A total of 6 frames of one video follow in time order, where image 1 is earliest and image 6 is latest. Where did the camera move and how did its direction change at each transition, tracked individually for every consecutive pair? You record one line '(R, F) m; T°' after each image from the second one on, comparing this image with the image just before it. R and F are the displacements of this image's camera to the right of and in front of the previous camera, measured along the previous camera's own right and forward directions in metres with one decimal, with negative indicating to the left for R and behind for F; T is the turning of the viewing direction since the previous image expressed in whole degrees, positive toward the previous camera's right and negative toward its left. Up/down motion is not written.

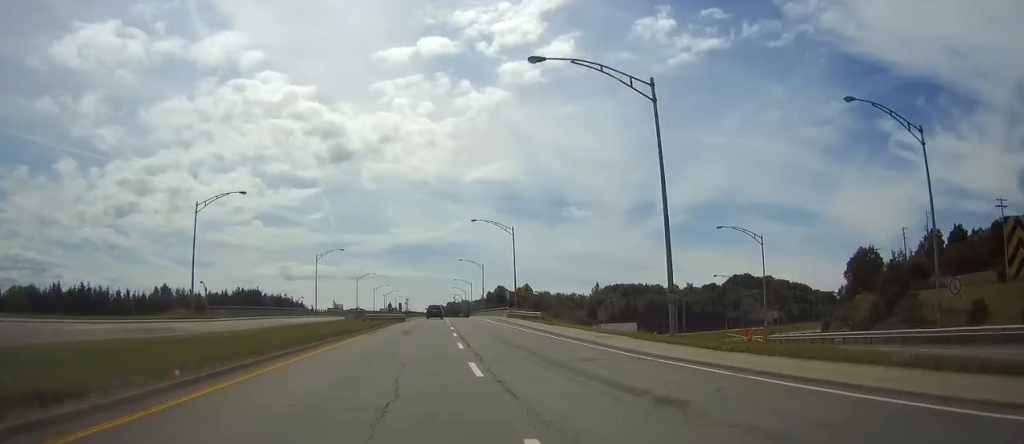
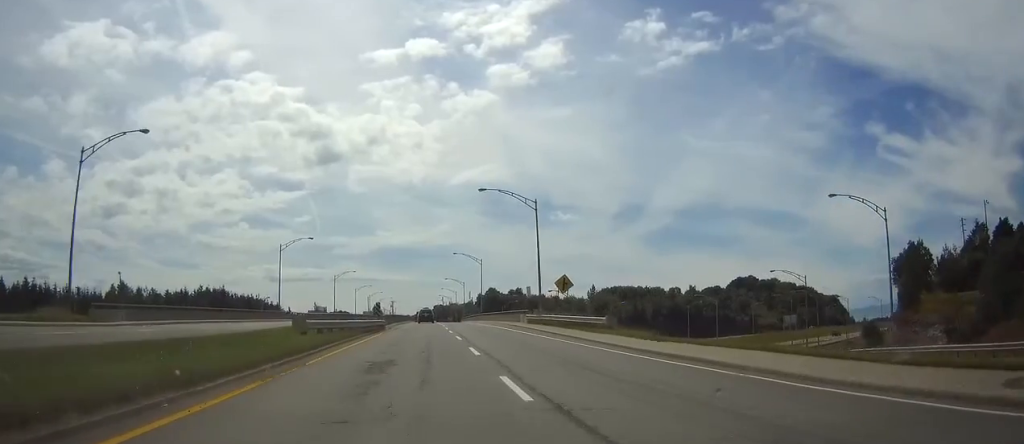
(+0.1, +21.2) m; +1°
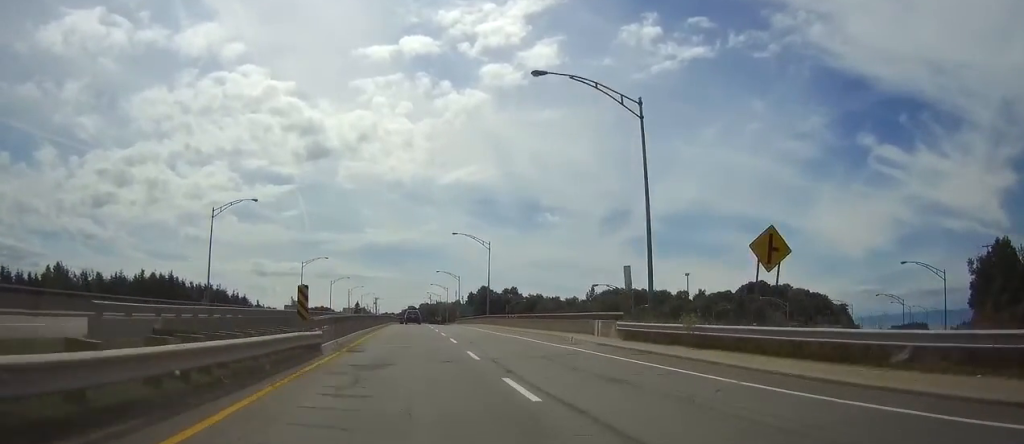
(+0.2, +27.5) m; +1°
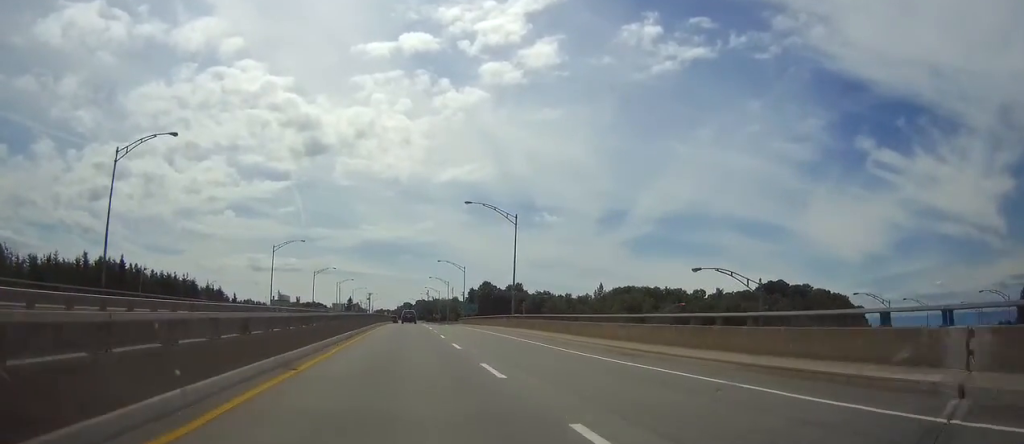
(0.0, +22.8) m; 0°
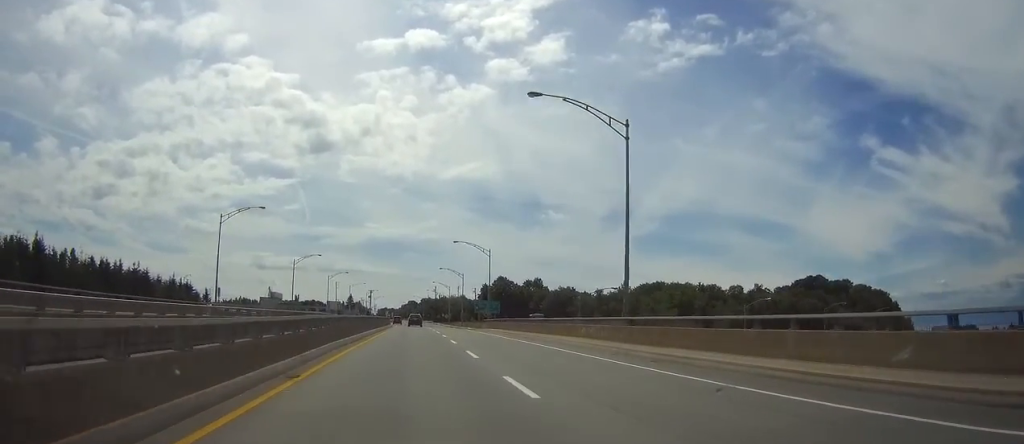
(-0.1, +30.9) m; 0°
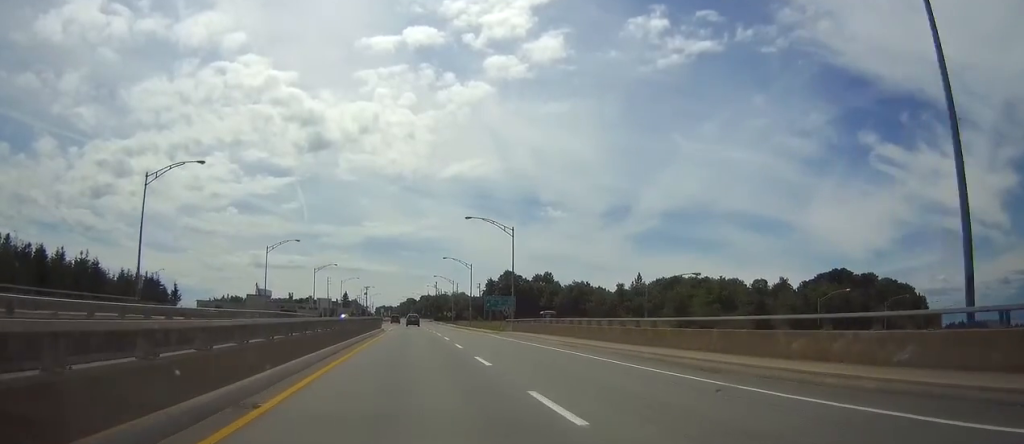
(+0.1, +20.5) m; 0°
